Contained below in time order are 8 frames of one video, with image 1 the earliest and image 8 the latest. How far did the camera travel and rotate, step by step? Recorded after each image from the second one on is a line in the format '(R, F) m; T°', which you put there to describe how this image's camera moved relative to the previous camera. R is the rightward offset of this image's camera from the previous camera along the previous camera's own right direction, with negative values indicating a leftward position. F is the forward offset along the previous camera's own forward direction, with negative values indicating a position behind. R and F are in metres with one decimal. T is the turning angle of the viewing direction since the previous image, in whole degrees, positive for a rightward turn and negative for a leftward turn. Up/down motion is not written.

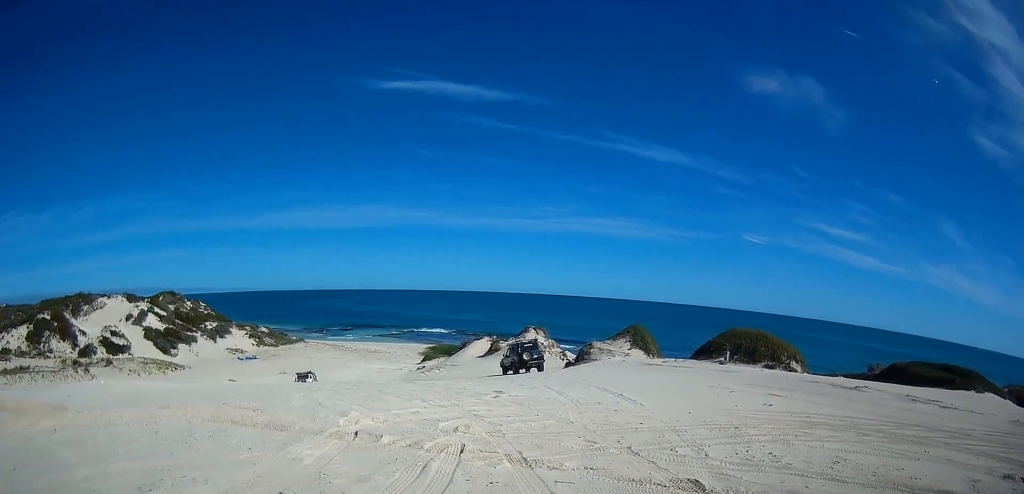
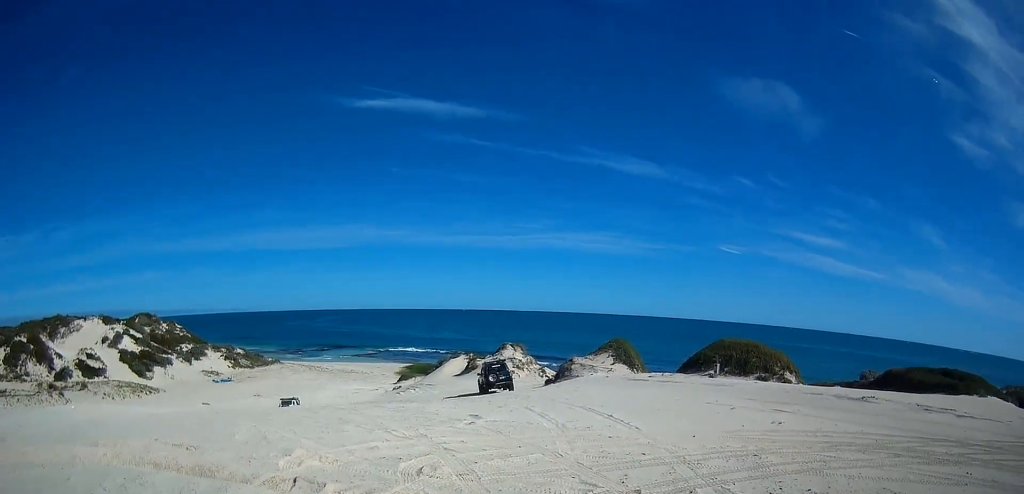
(+0.2, +1.8) m; -2°
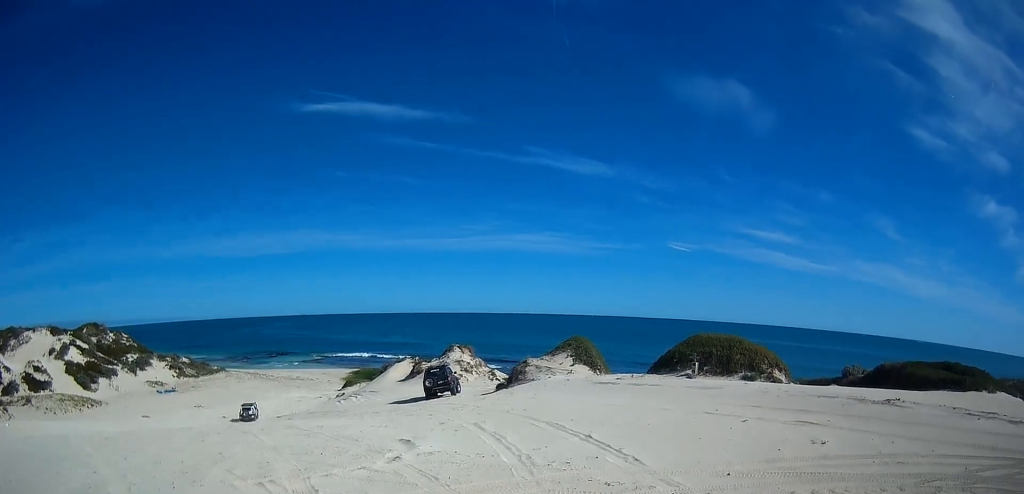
(-0.2, +3.9) m; +3°
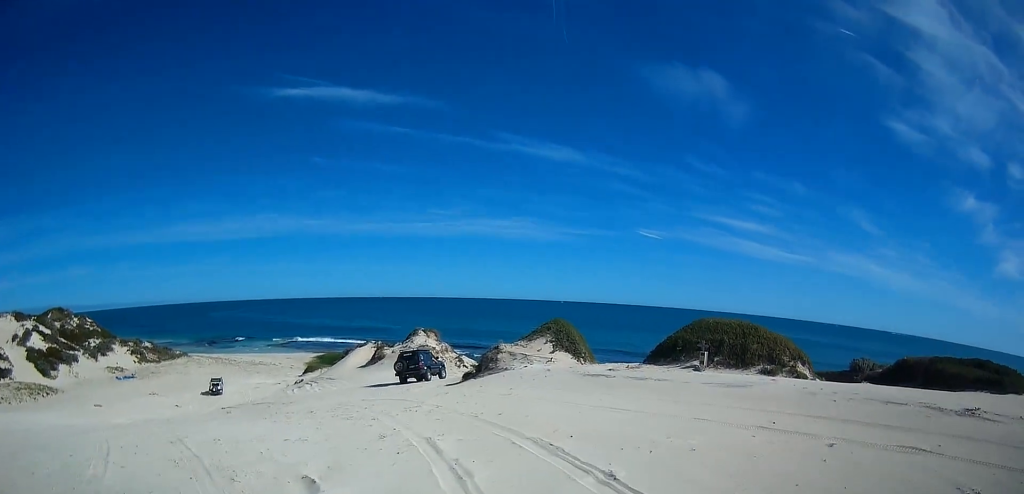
(+0.7, +4.6) m; +10°
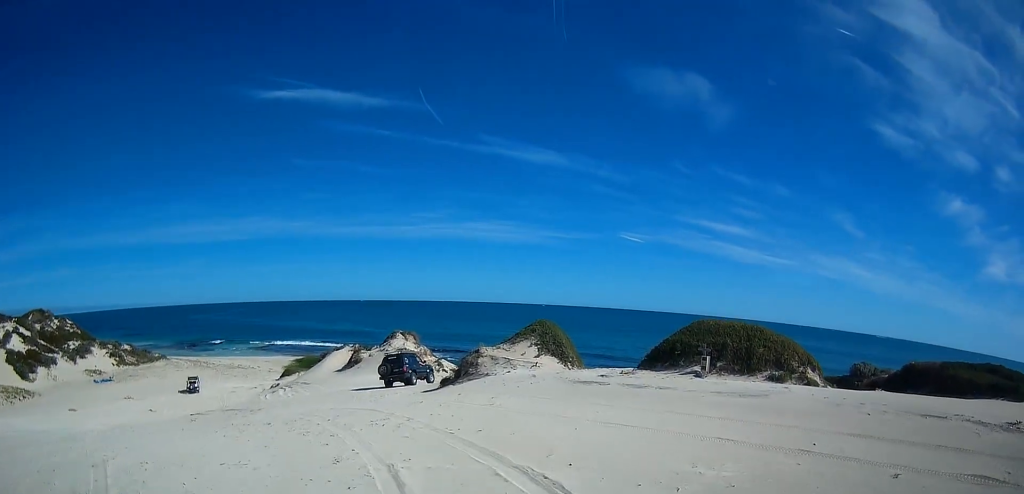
(0.0, +2.2) m; -1°
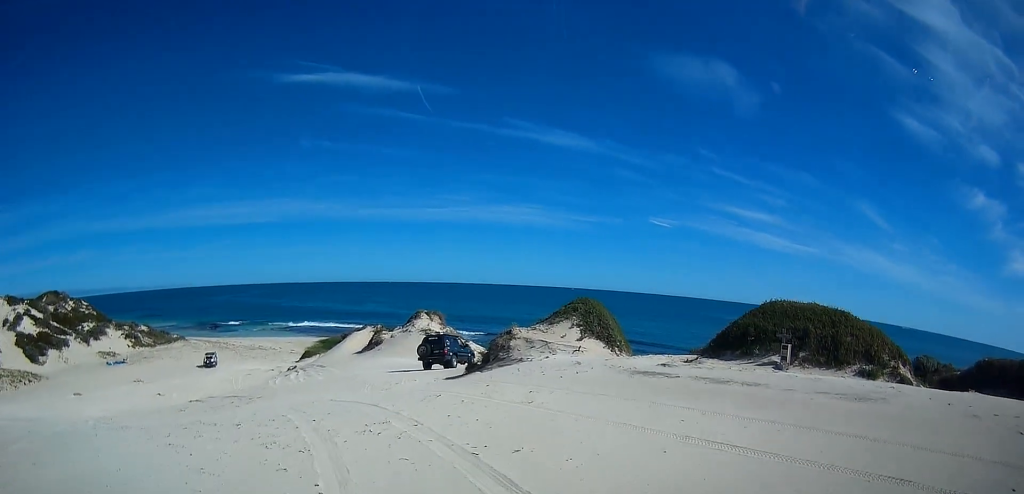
(-0.2, +3.8) m; -4°
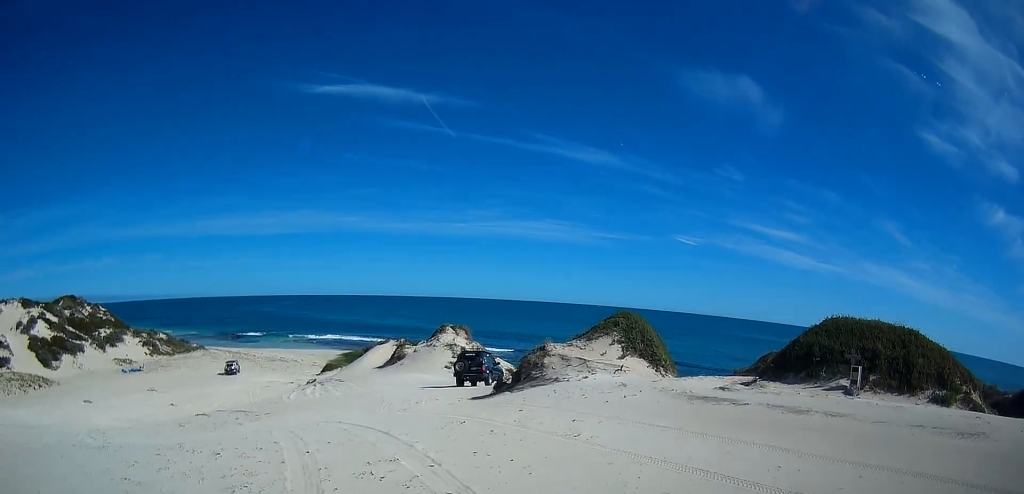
(0.0, +2.3) m; -3°
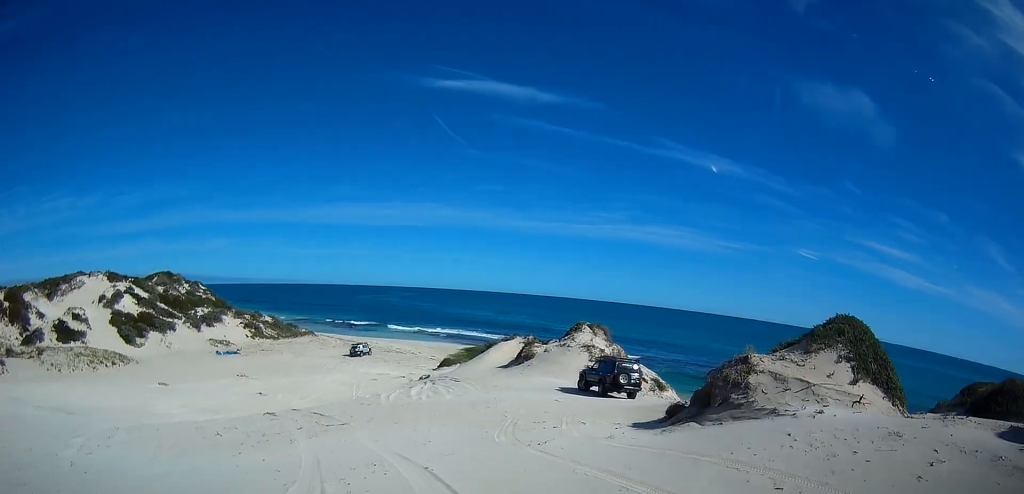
(-0.7, +6.7) m; -12°
